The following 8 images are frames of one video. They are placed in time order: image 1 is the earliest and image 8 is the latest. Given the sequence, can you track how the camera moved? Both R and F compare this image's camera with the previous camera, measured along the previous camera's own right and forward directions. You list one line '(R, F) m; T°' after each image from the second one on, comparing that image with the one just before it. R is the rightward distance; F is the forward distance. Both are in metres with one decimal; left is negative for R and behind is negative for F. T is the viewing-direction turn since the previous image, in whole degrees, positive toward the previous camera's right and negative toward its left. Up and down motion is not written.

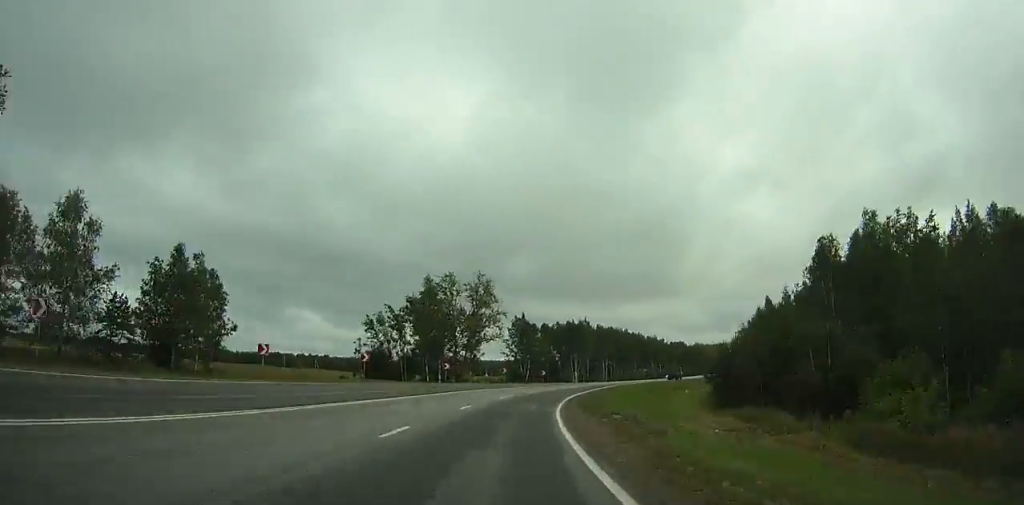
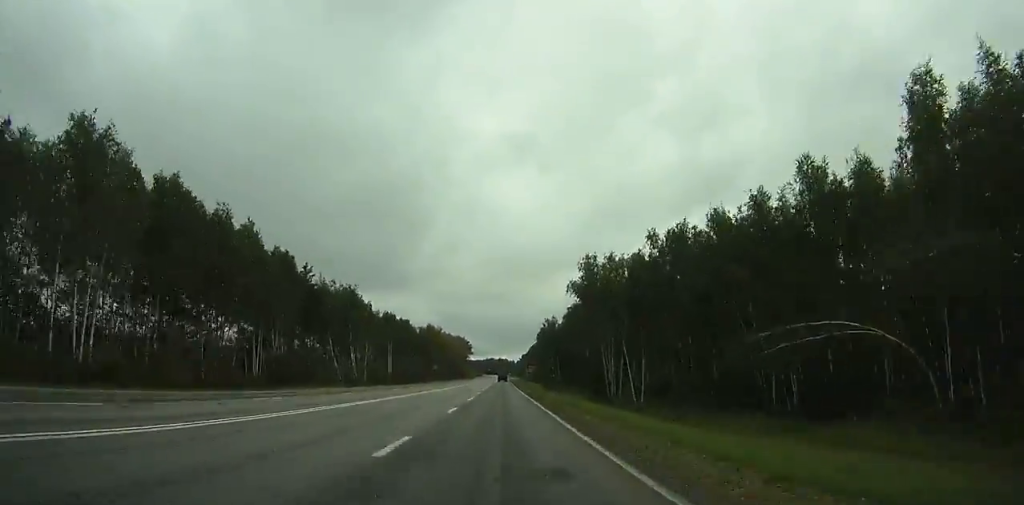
(+39.7, +153.5) m; +20°
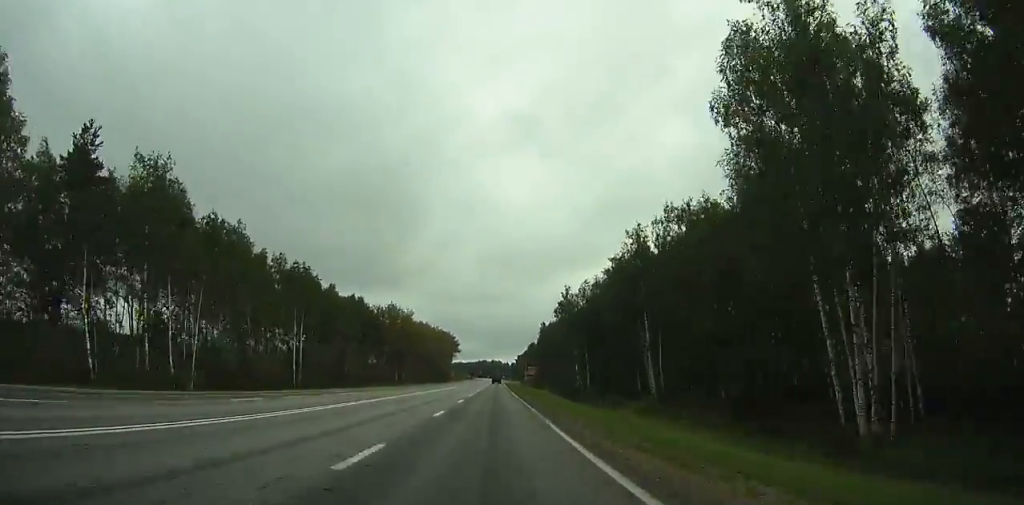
(+1.5, +61.1) m; +4°
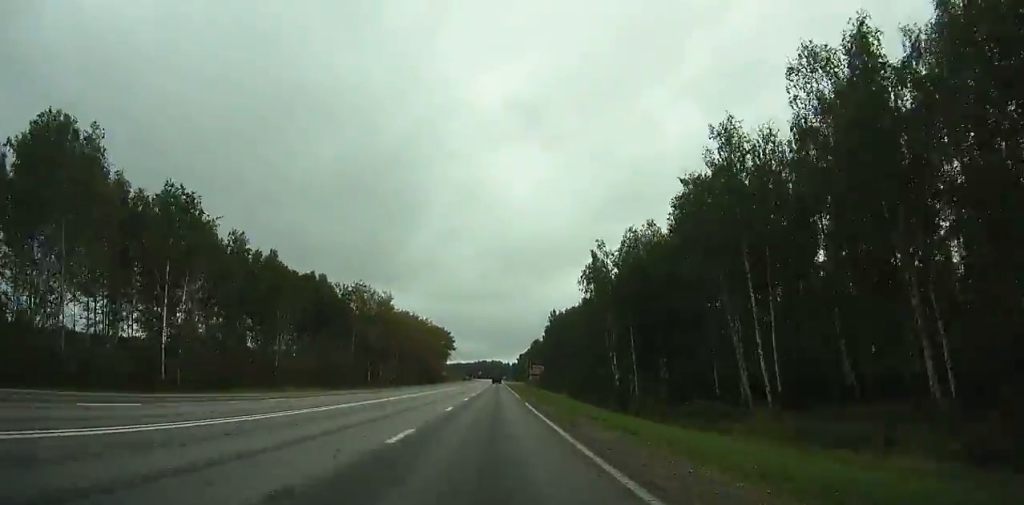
(+1.1, +32.3) m; +2°
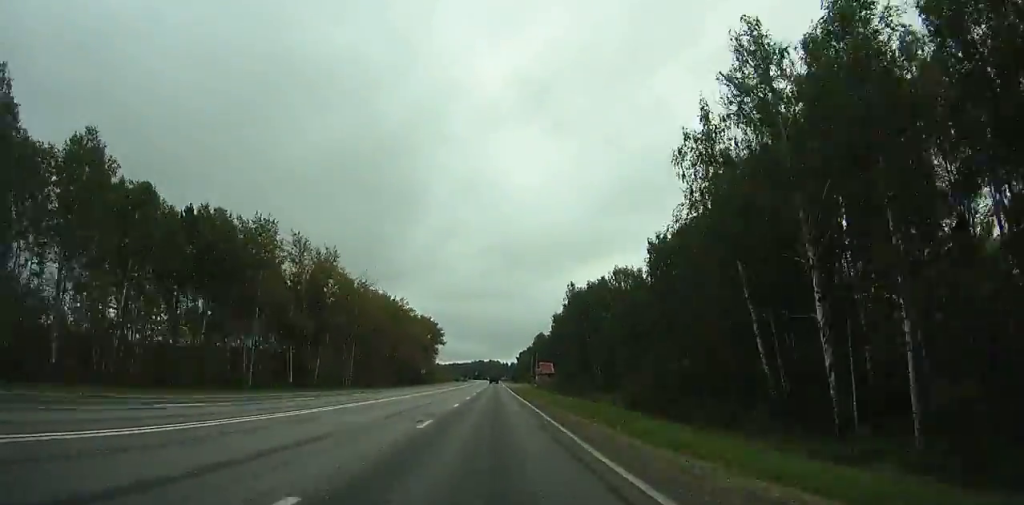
(+0.3, +44.3) m; -6°
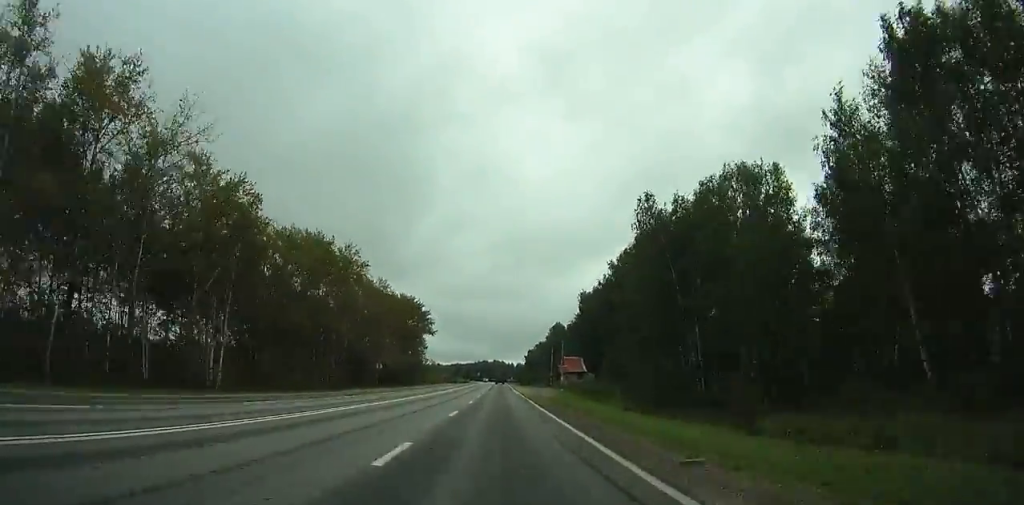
(-5.5, +53.9) m; +3°
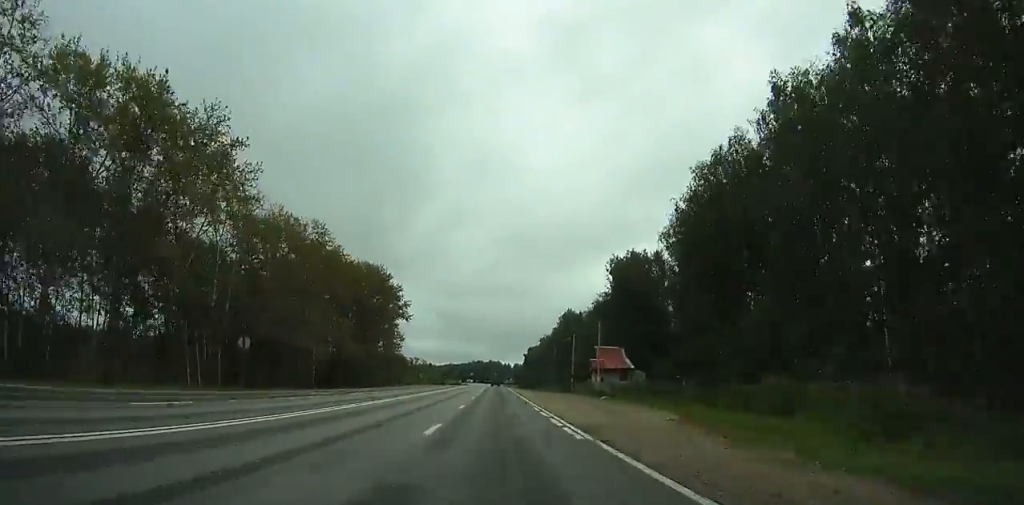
(+3.4, +45.2) m; +4°
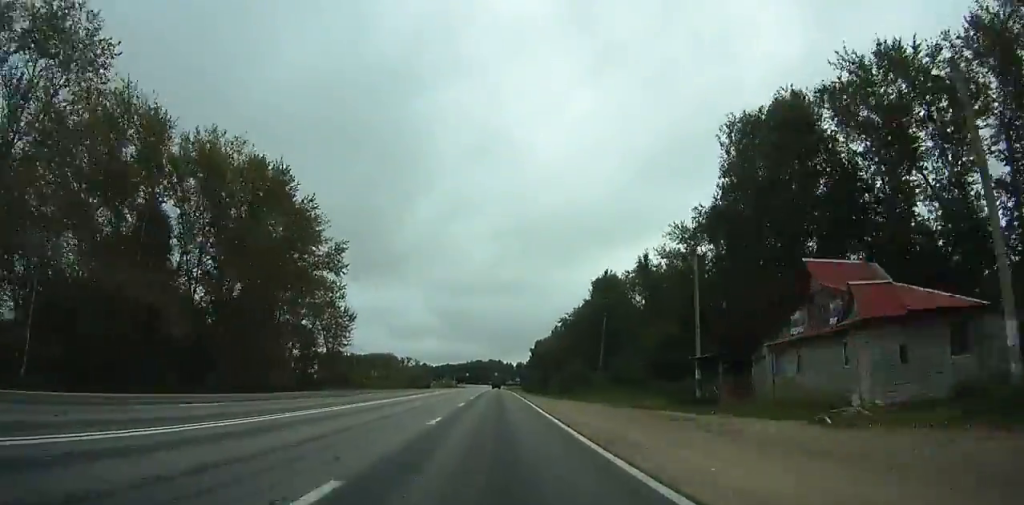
(+5.1, +66.1) m; -4°
